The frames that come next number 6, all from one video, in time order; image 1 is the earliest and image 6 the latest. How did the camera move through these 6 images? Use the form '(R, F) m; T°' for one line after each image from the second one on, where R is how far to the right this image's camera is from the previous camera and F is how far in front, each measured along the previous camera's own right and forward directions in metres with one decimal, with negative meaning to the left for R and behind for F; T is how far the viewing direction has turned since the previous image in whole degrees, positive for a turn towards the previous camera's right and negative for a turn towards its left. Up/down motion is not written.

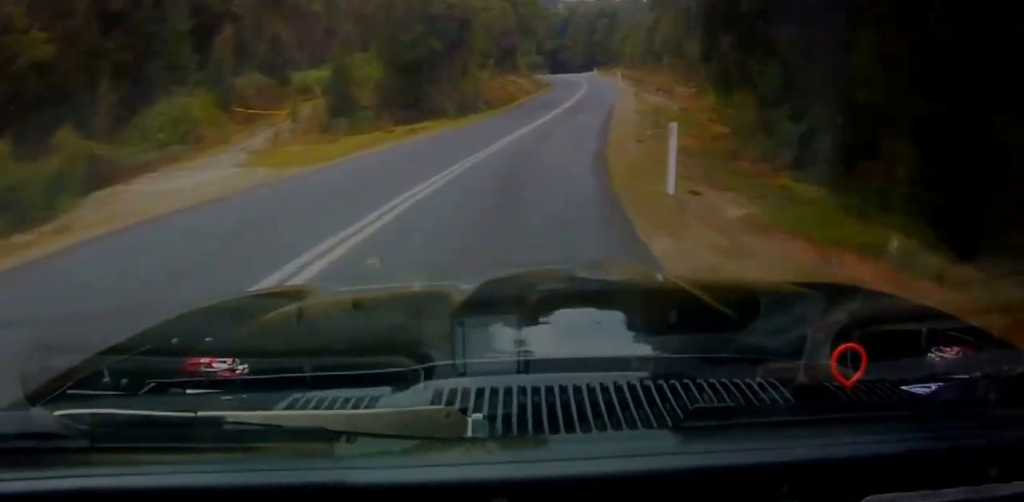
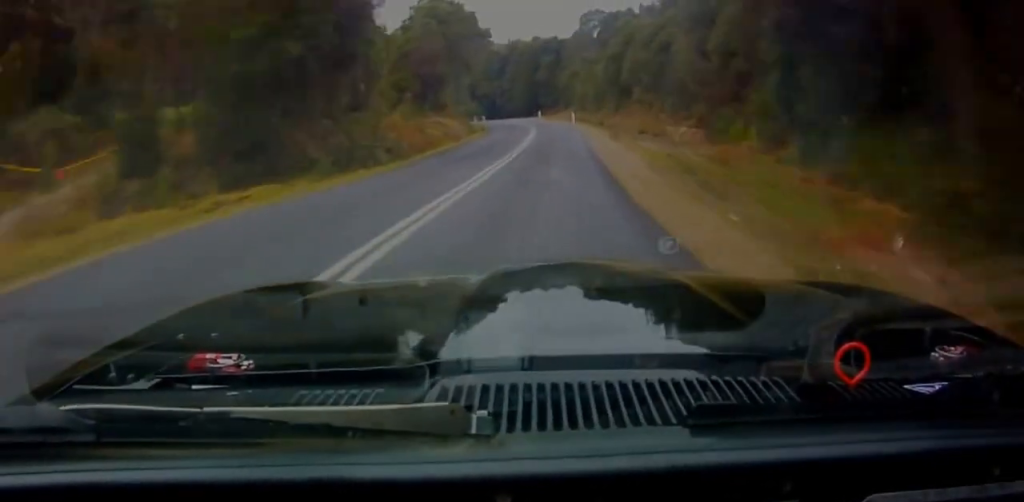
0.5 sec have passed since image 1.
(+0.7, +15.5) m; +1°
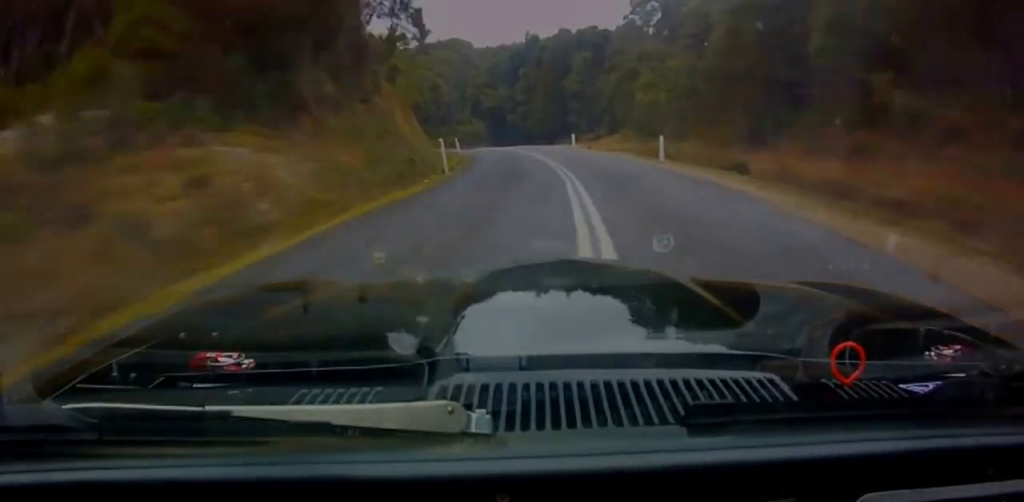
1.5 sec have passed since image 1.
(-0.1, +34.2) m; -1°
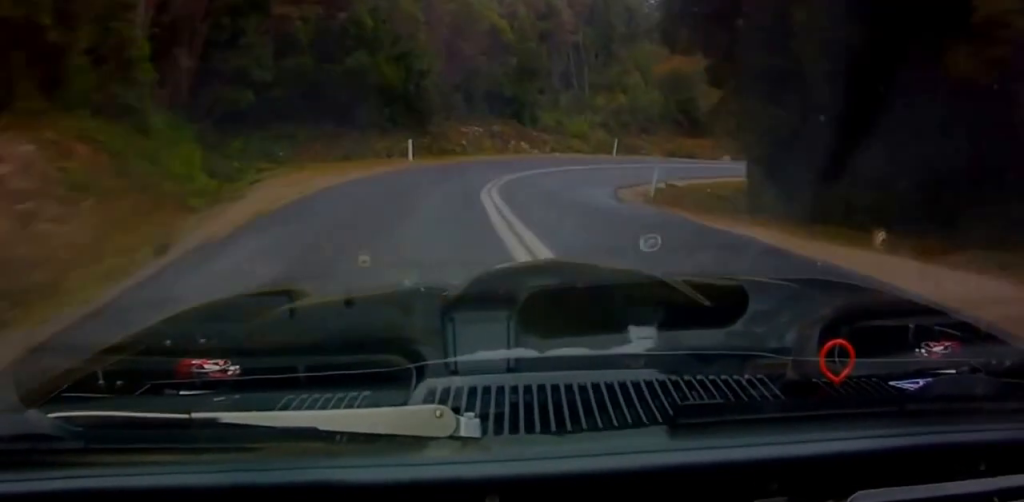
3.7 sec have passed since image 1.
(-1.8, +60.3) m; +2°
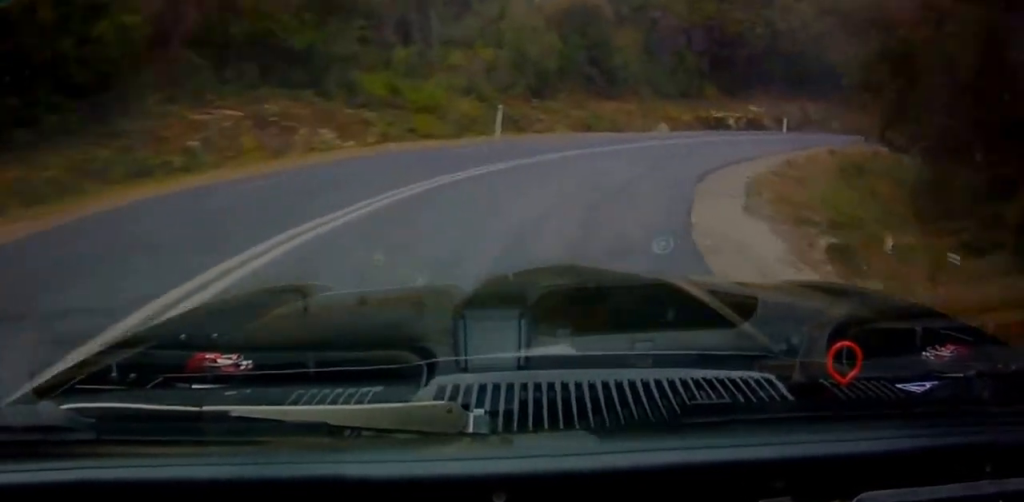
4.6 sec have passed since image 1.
(+1.8, +20.6) m; +13°
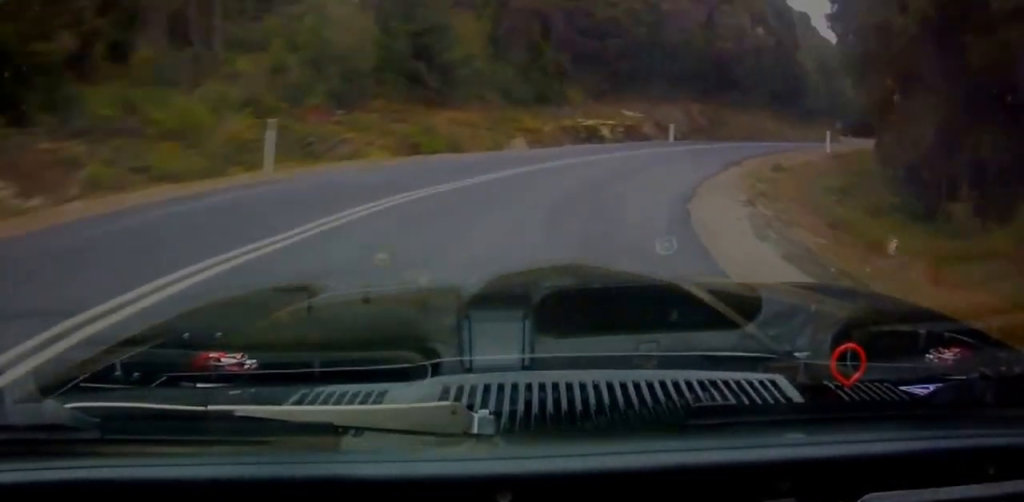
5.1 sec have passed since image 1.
(+1.4, +9.8) m; +10°
